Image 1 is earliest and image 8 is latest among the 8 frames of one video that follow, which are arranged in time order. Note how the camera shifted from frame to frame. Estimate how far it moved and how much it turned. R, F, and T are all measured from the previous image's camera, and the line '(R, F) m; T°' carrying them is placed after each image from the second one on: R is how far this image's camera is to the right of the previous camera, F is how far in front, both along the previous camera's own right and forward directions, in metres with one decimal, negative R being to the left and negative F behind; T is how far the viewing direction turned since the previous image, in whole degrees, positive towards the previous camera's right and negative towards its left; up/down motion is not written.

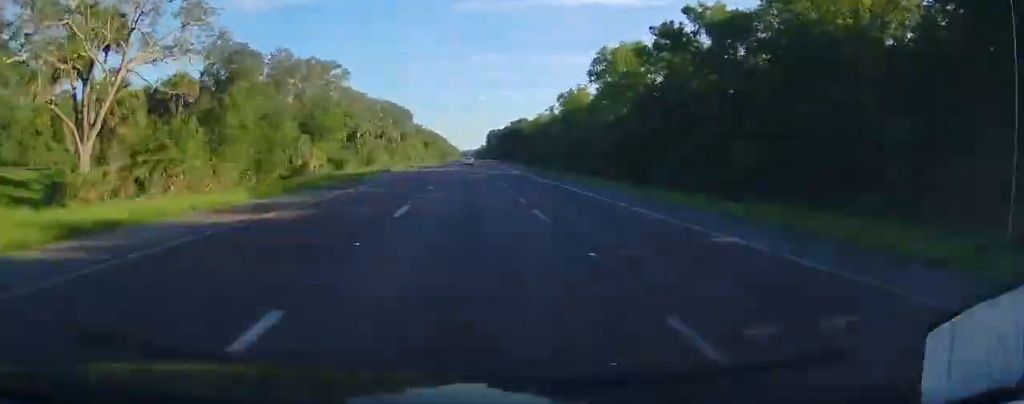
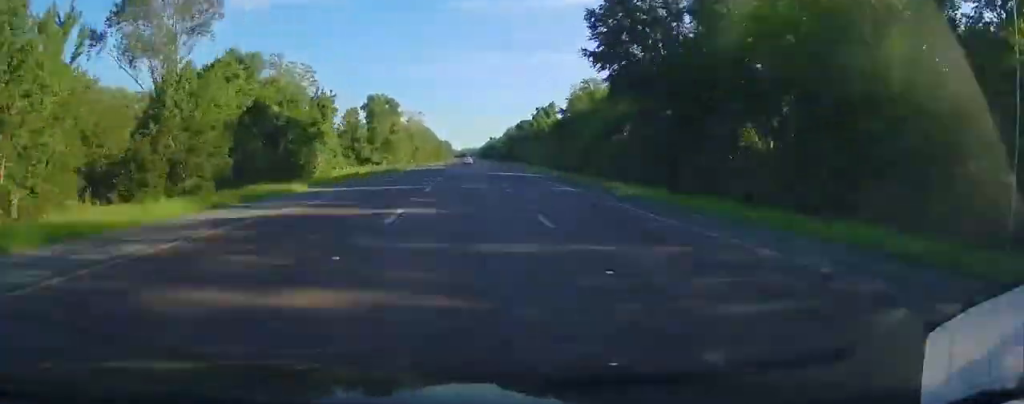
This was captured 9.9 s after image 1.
(+1.2, +359.4) m; 0°
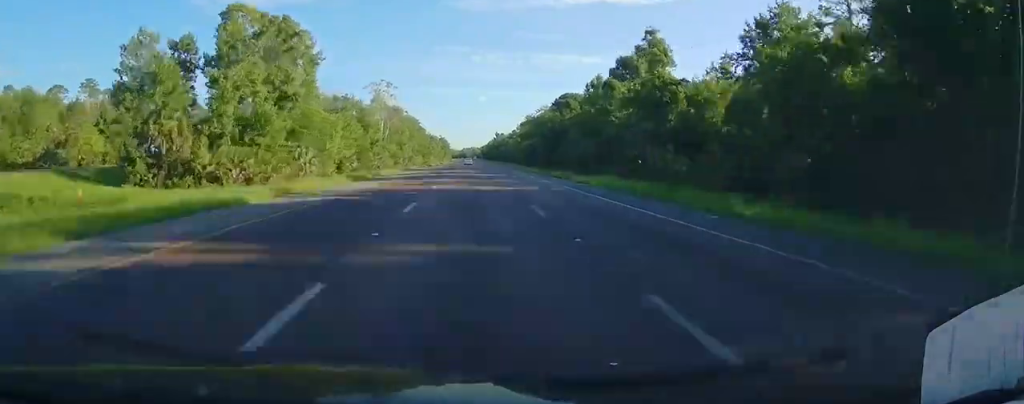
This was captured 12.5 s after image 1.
(+0.1, +85.1) m; 0°
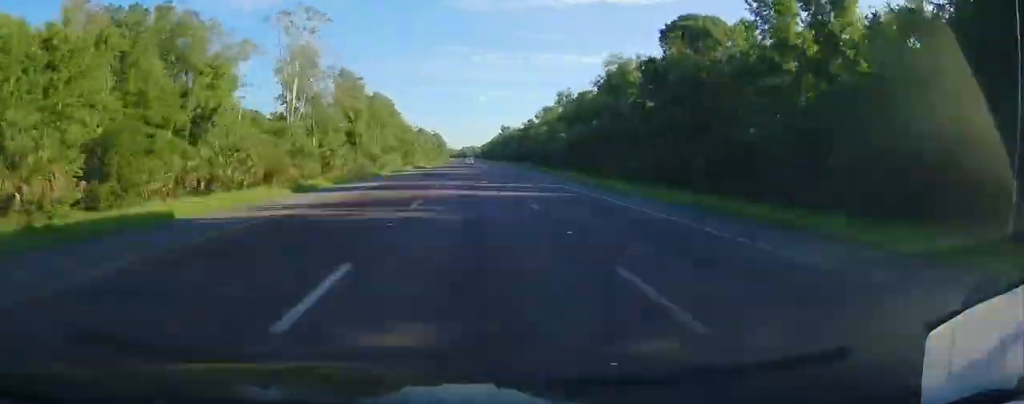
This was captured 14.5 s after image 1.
(+0.1, +66.2) m; 0°
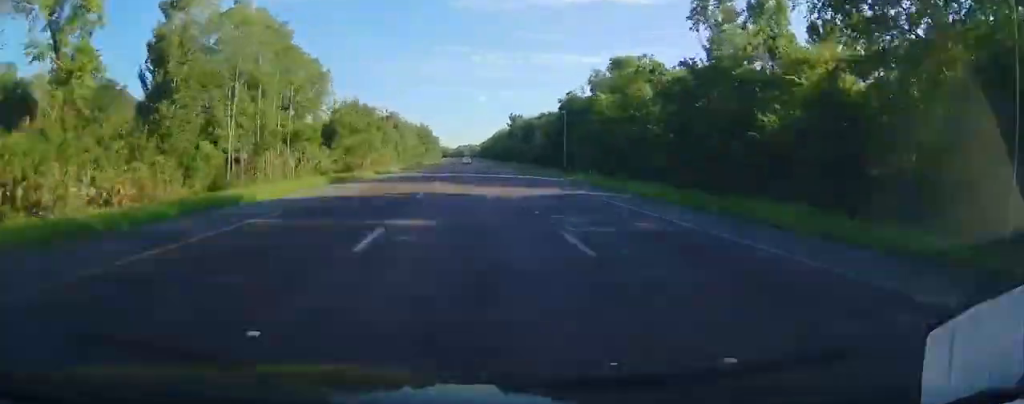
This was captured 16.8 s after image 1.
(-0.1, +80.6) m; 0°
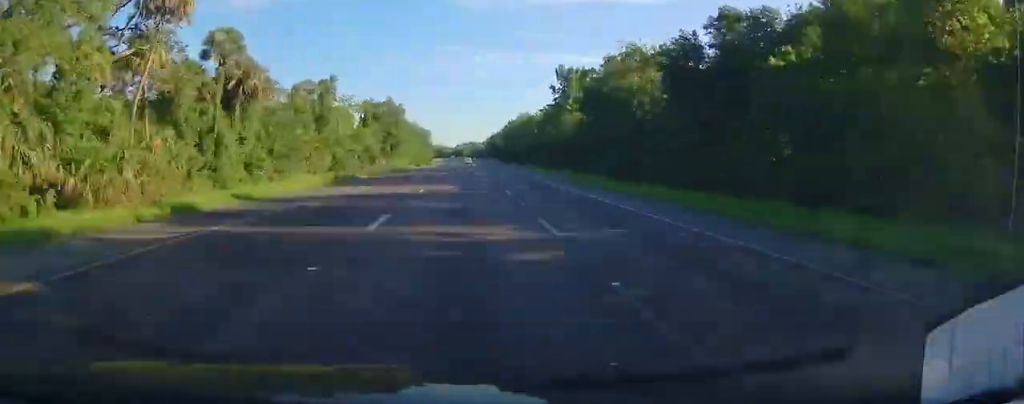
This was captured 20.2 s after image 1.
(-0.2, +123.7) m; -1°
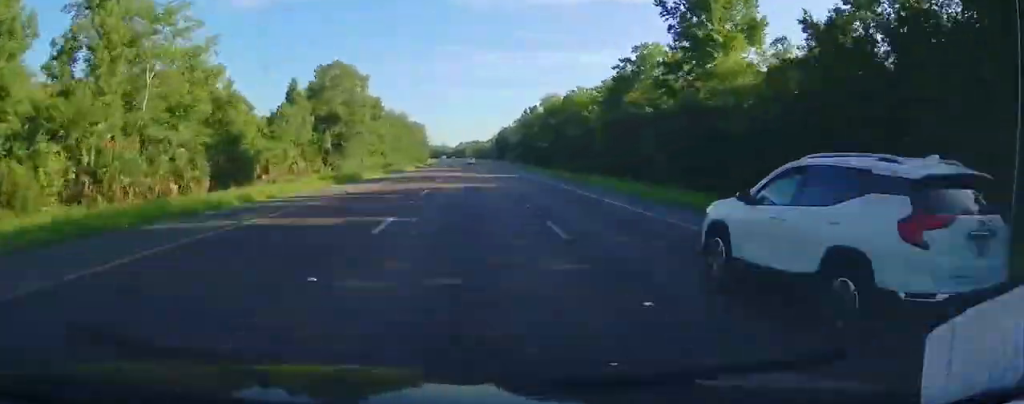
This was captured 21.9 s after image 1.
(+0.4, +67.2) m; -1°
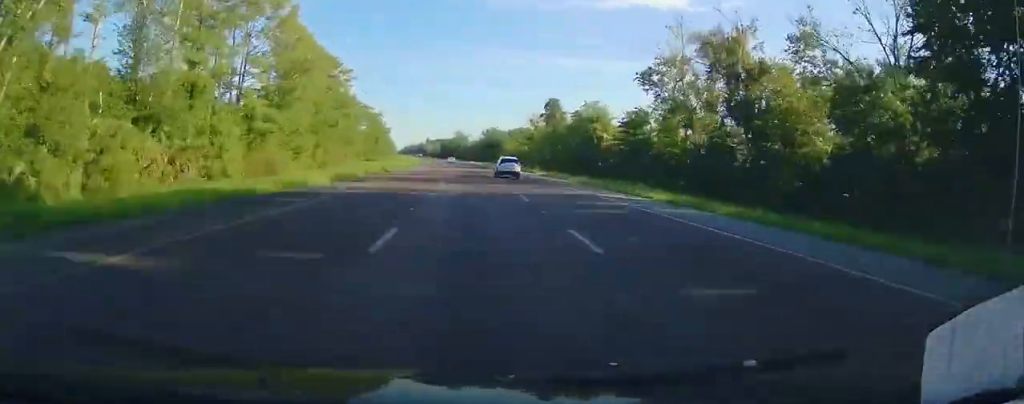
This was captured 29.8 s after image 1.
(-15.3, +351.7) m; -6°
